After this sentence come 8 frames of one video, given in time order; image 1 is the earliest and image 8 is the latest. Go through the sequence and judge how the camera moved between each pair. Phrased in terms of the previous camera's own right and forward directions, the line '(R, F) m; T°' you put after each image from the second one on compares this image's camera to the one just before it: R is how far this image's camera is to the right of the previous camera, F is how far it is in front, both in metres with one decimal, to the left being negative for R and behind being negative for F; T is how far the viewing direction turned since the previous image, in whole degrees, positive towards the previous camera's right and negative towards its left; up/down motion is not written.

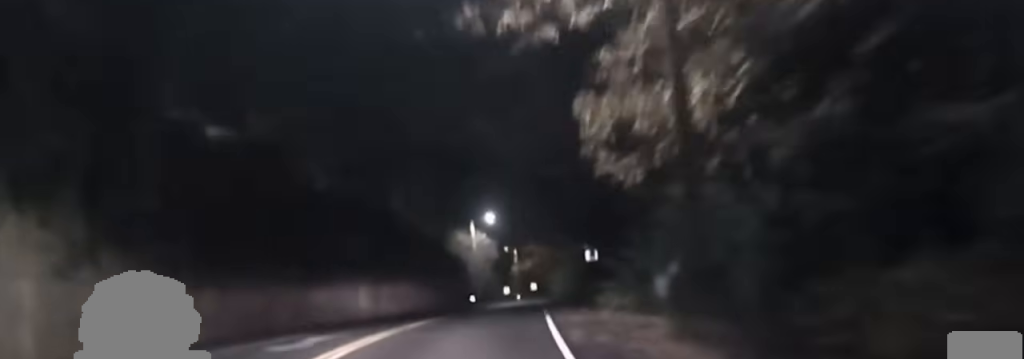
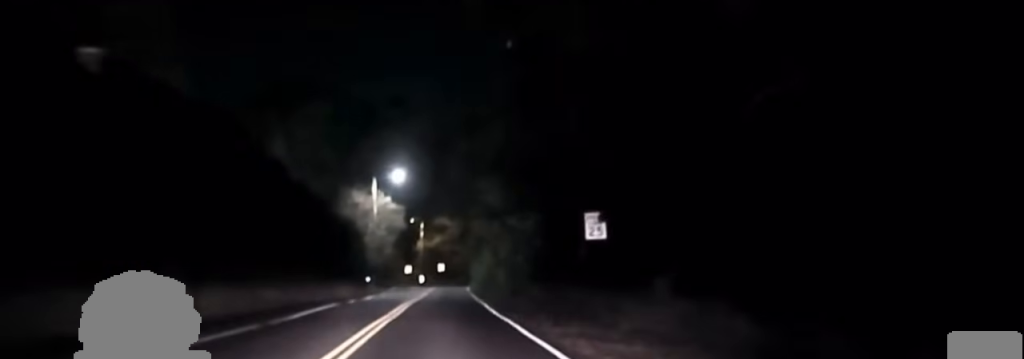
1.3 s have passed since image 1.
(+0.4, +19.0) m; +3°
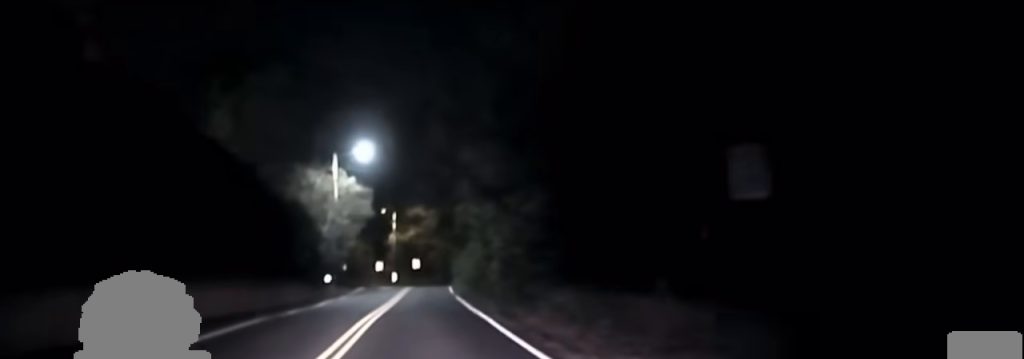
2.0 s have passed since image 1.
(+0.3, +11.5) m; +1°
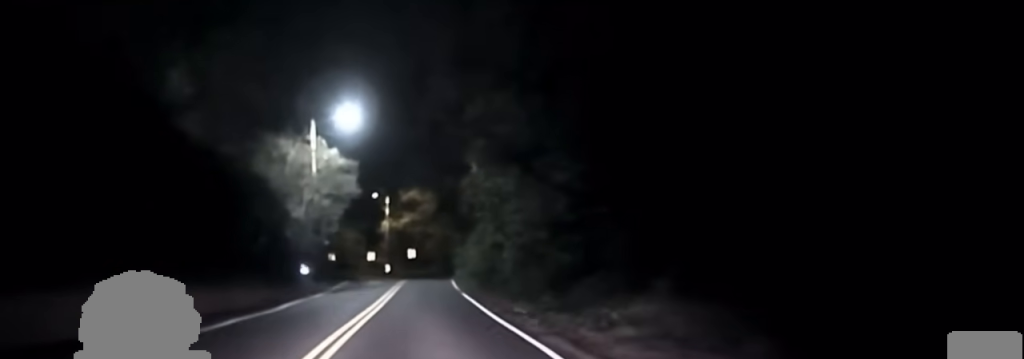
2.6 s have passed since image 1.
(+0.2, +9.9) m; +1°
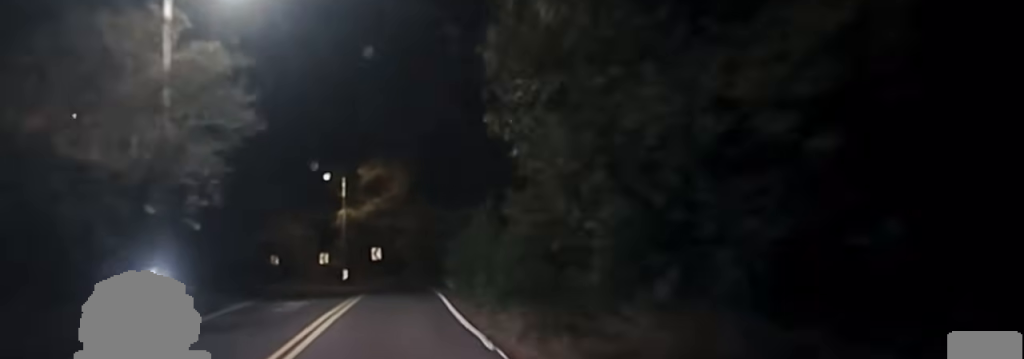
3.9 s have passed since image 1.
(-0.1, +23.9) m; -1°
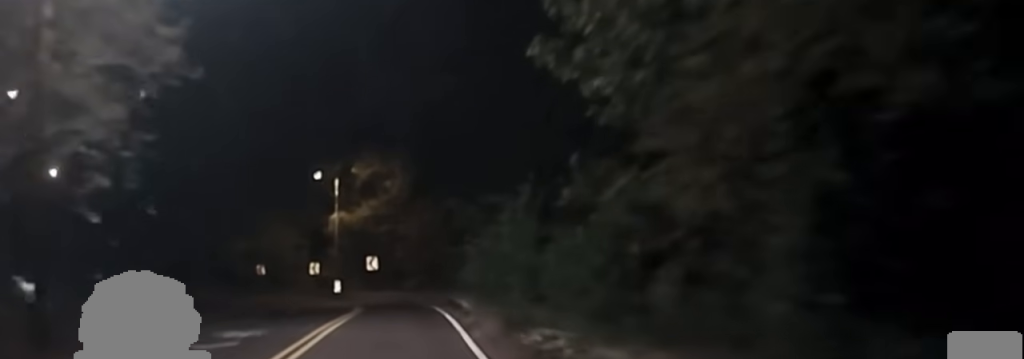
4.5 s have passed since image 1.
(+0.1, +9.1) m; 0°
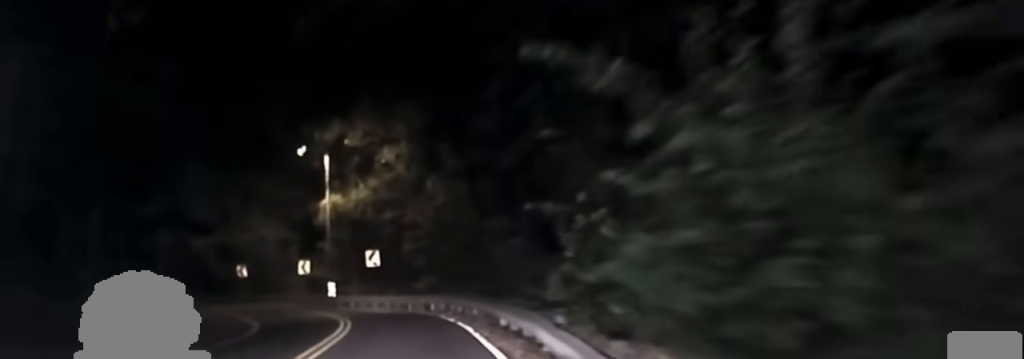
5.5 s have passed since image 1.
(-0.3, +15.1) m; -1°
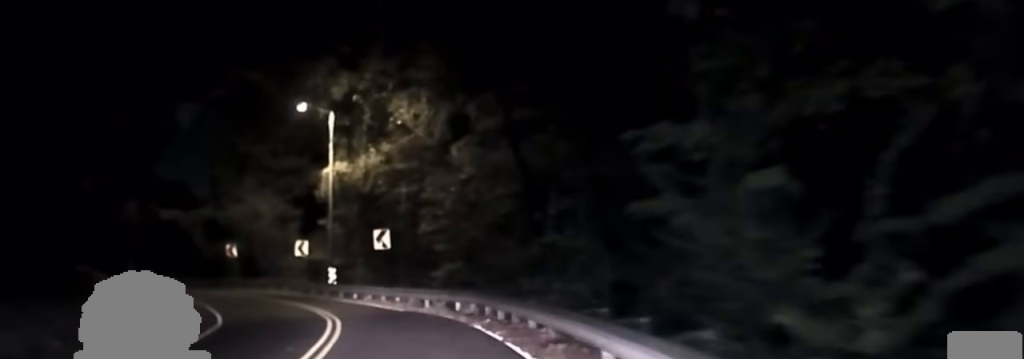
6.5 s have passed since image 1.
(+0.1, +8.6) m; +1°
